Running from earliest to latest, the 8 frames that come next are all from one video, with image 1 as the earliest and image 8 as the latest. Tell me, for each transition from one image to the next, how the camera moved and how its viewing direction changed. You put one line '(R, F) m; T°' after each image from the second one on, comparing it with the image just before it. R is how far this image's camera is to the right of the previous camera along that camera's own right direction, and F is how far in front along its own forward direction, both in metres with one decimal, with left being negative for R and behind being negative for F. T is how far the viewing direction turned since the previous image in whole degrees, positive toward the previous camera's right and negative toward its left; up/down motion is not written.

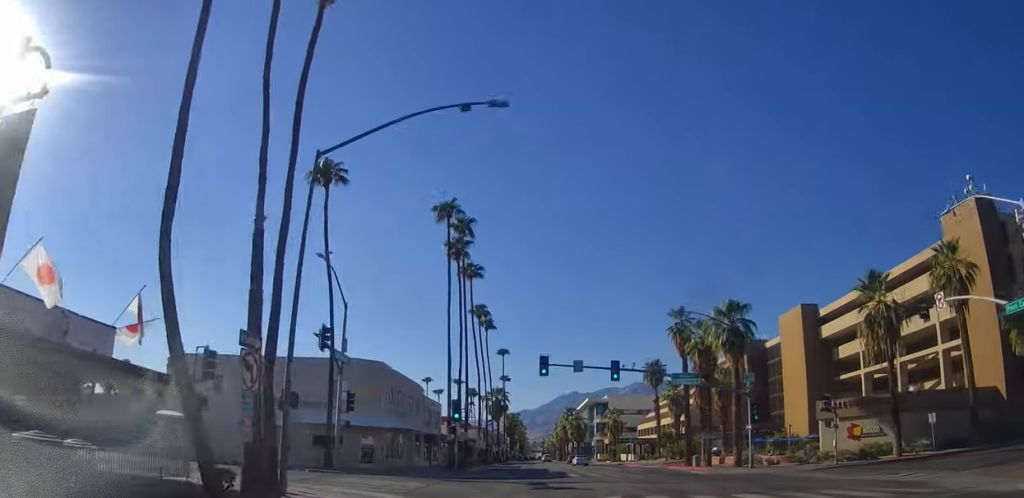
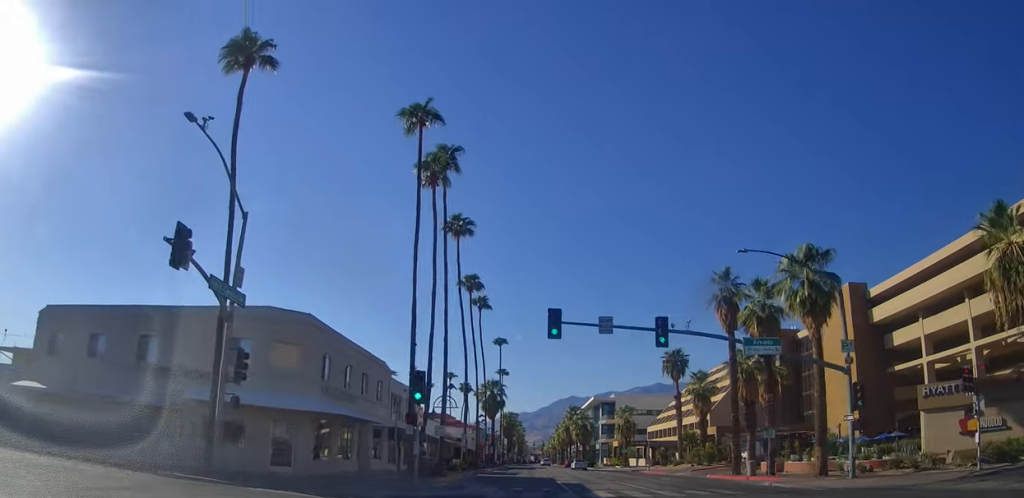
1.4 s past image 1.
(0.0, +13.3) m; 0°
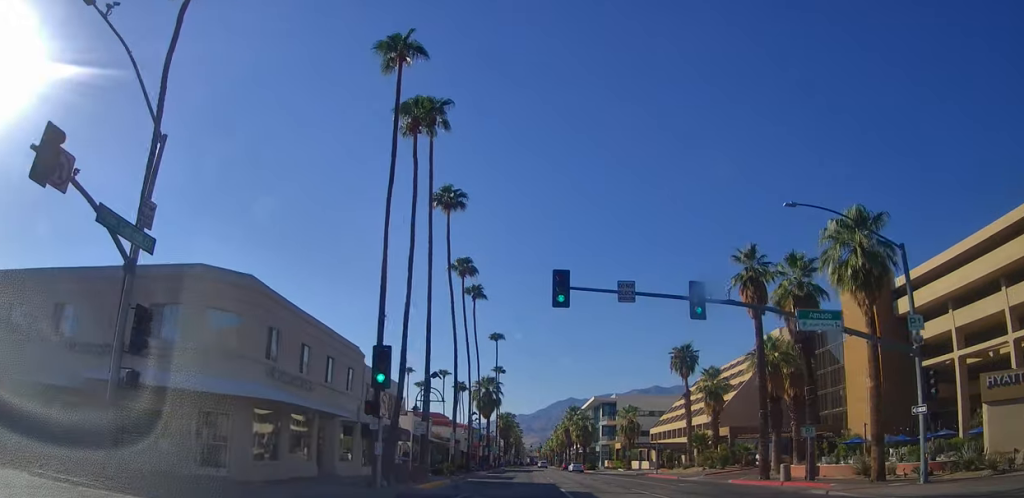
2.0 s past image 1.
(0.0, +5.9) m; 0°
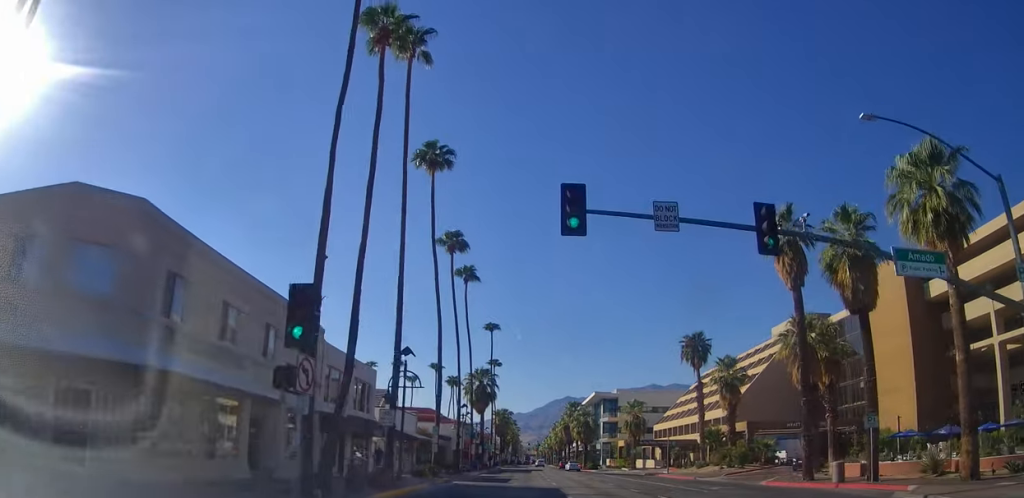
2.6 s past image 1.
(0.0, +6.5) m; 0°
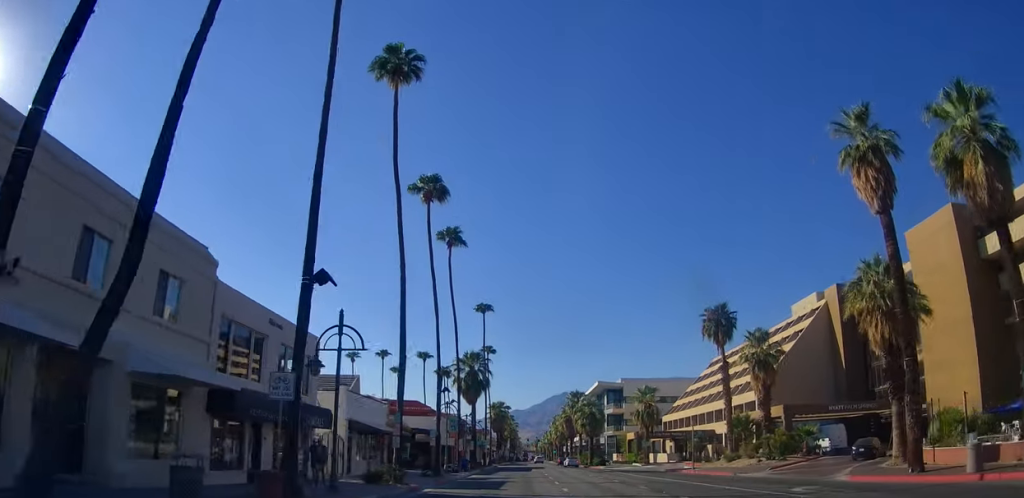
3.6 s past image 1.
(0.0, +9.7) m; 0°
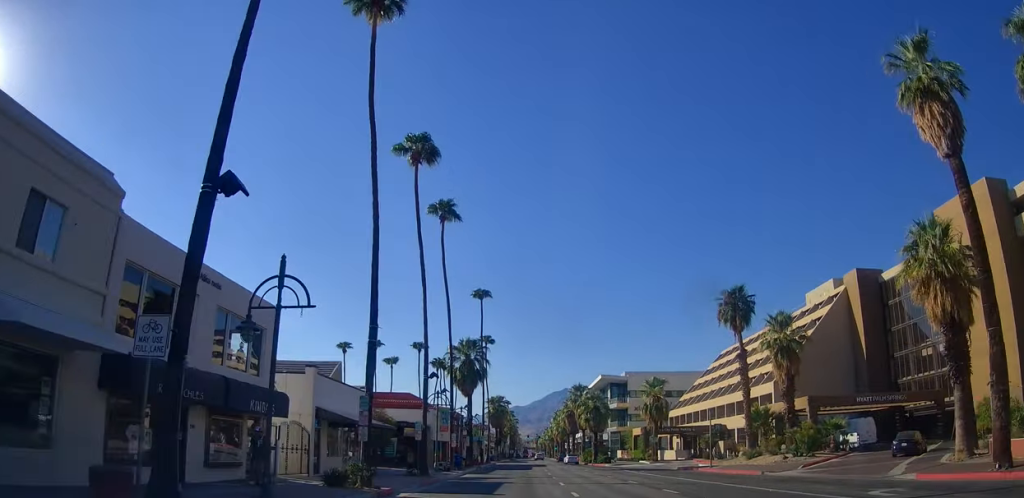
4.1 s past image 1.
(0.0, +4.9) m; 0°
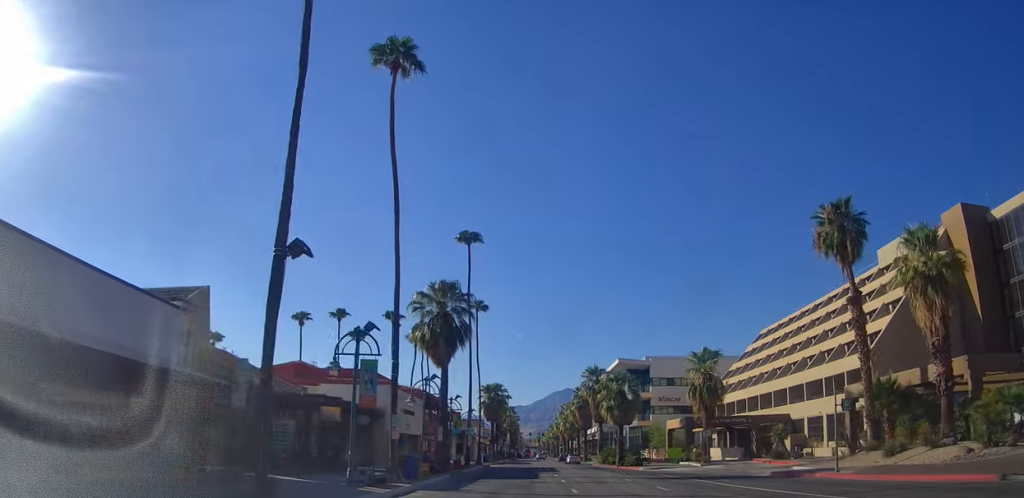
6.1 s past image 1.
(0.0, +19.2) m; 0°
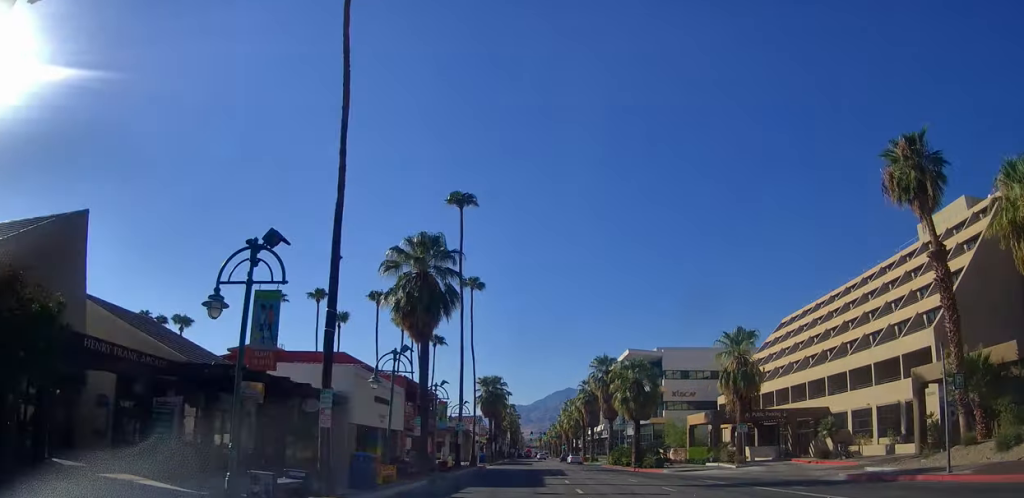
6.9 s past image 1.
(0.0, +8.2) m; 0°
